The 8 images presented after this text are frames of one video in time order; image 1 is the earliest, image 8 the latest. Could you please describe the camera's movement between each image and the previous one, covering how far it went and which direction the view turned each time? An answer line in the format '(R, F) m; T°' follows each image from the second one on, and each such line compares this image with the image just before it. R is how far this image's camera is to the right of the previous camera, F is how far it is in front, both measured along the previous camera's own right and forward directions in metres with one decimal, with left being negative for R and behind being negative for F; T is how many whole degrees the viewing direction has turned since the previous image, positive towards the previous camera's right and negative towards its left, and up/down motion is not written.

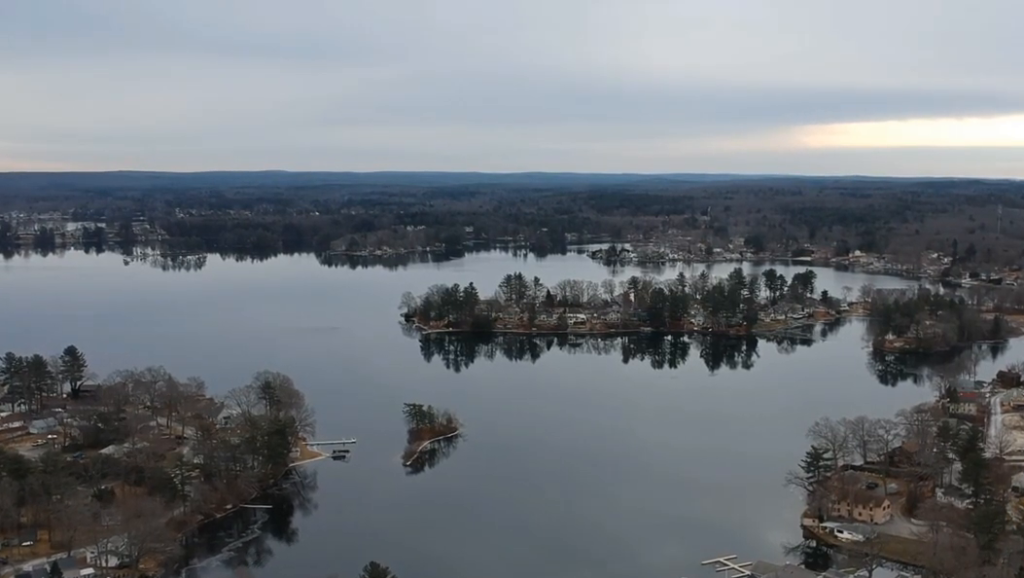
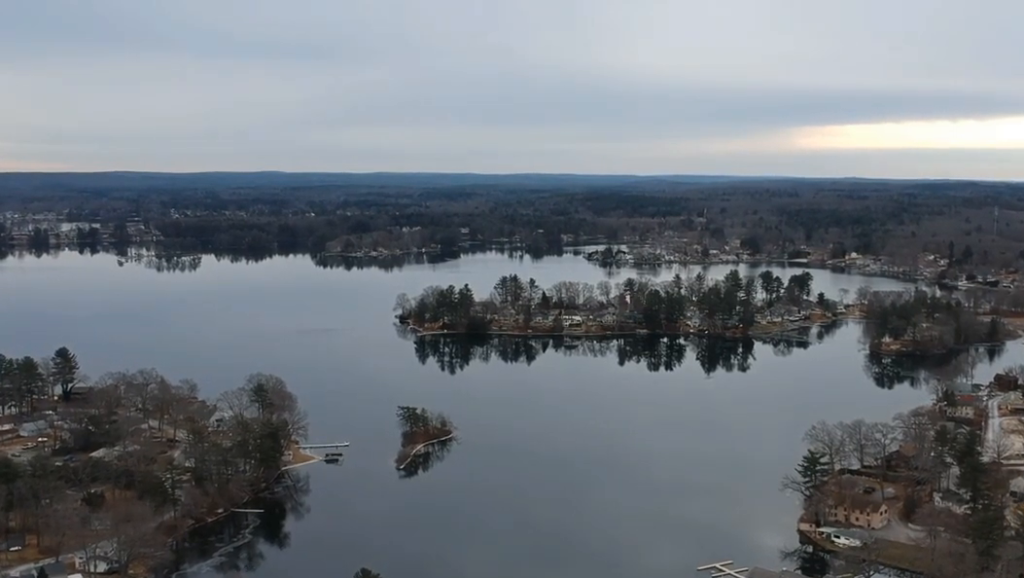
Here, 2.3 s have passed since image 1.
(0.0, +3.5) m; 0°
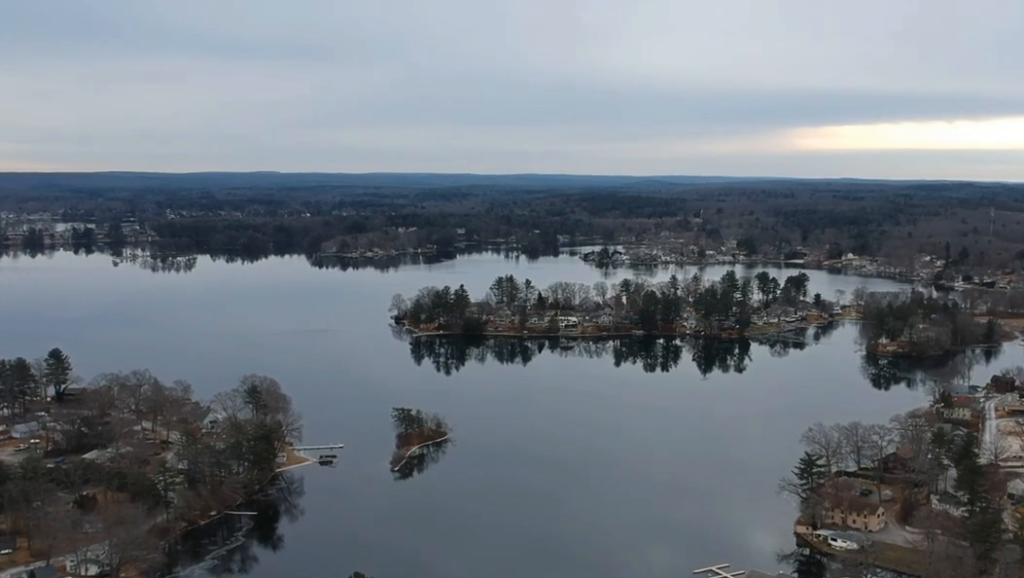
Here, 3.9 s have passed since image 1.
(0.0, +2.2) m; 0°
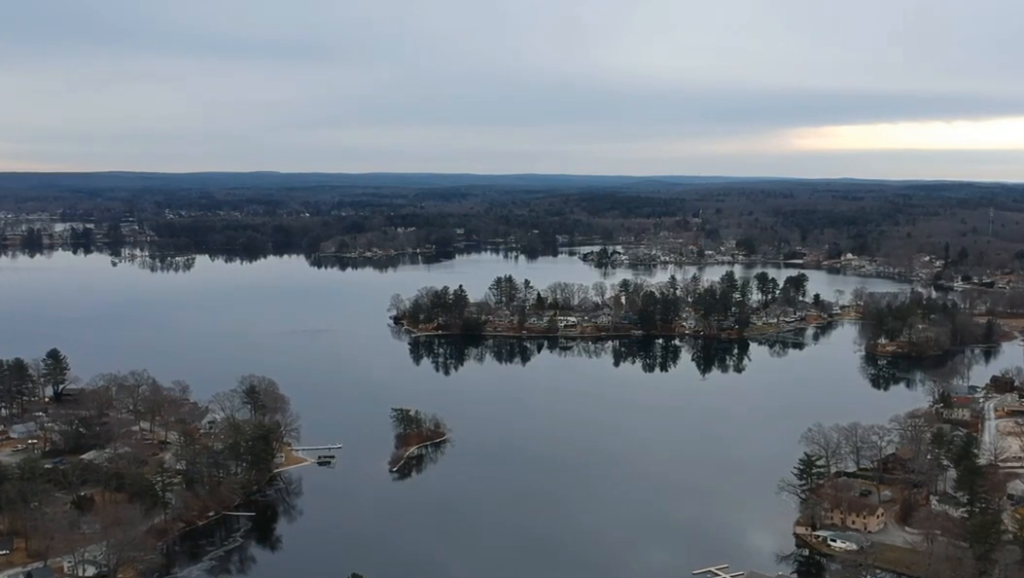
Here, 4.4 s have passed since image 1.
(0.0, +0.8) m; 0°
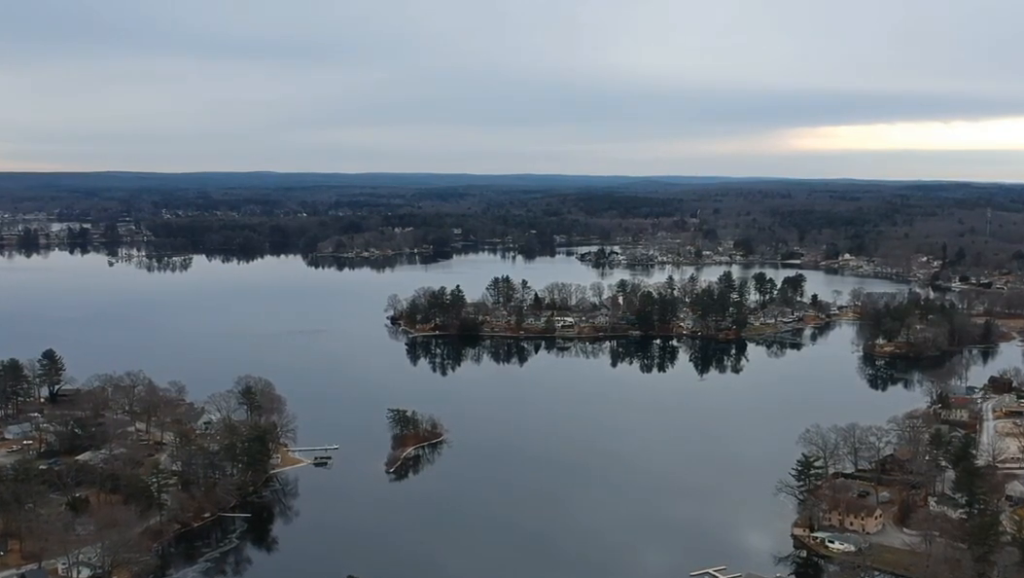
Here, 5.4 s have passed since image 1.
(0.0, +1.4) m; 0°
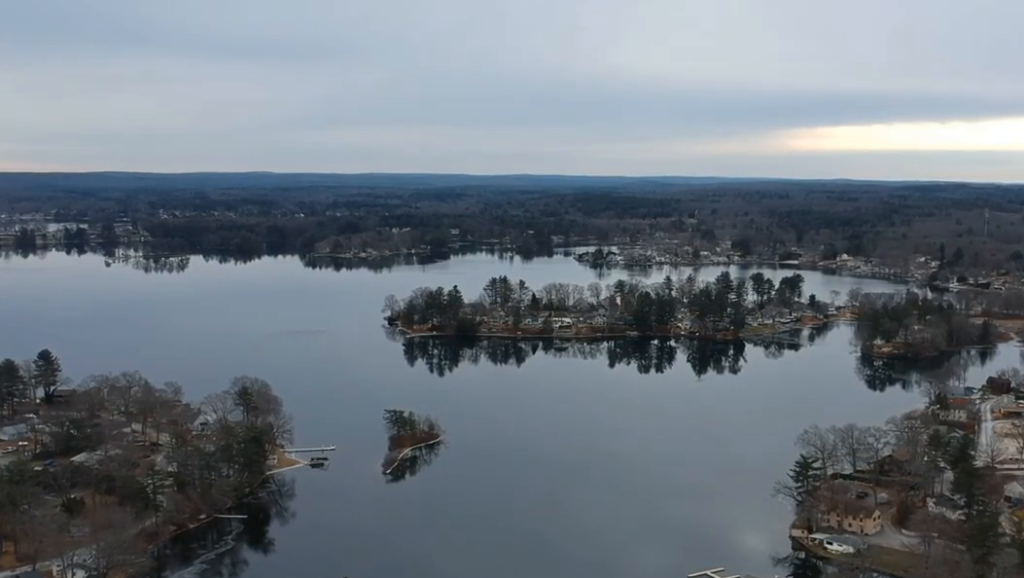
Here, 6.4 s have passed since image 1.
(0.0, +1.4) m; -1°
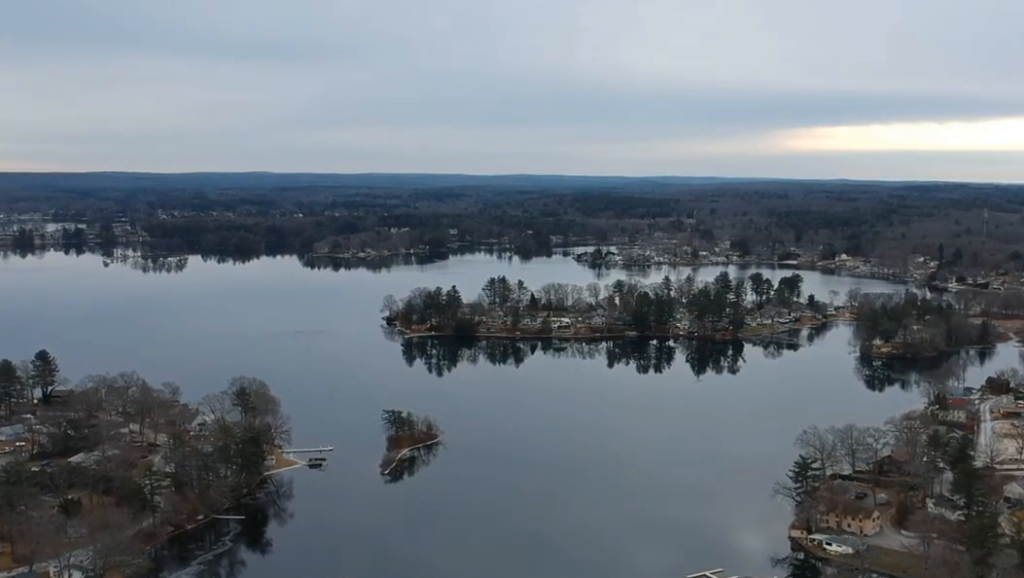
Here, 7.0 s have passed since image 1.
(0.0, +0.9) m; 0°
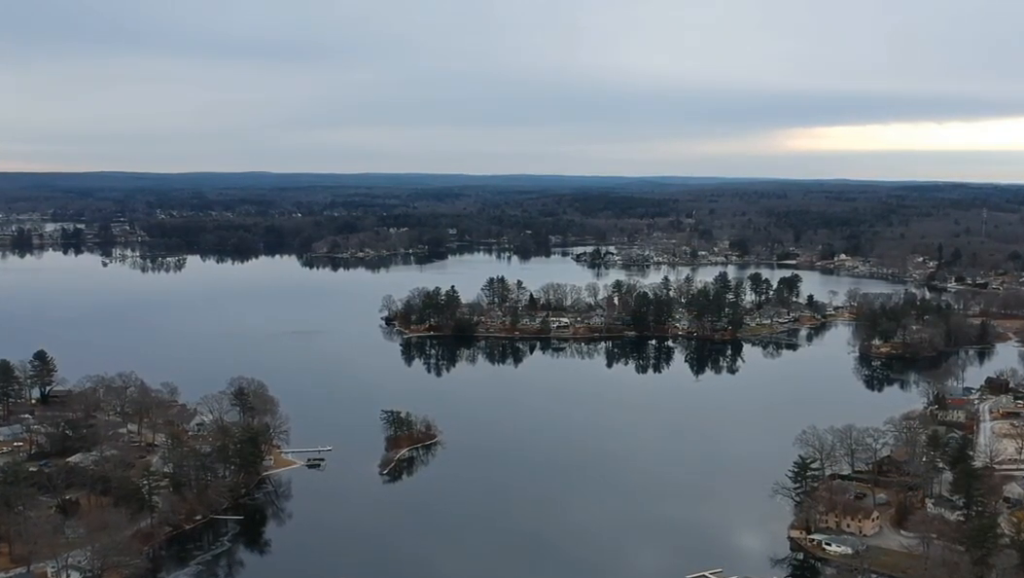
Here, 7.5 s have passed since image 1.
(0.0, +0.6) m; 0°
